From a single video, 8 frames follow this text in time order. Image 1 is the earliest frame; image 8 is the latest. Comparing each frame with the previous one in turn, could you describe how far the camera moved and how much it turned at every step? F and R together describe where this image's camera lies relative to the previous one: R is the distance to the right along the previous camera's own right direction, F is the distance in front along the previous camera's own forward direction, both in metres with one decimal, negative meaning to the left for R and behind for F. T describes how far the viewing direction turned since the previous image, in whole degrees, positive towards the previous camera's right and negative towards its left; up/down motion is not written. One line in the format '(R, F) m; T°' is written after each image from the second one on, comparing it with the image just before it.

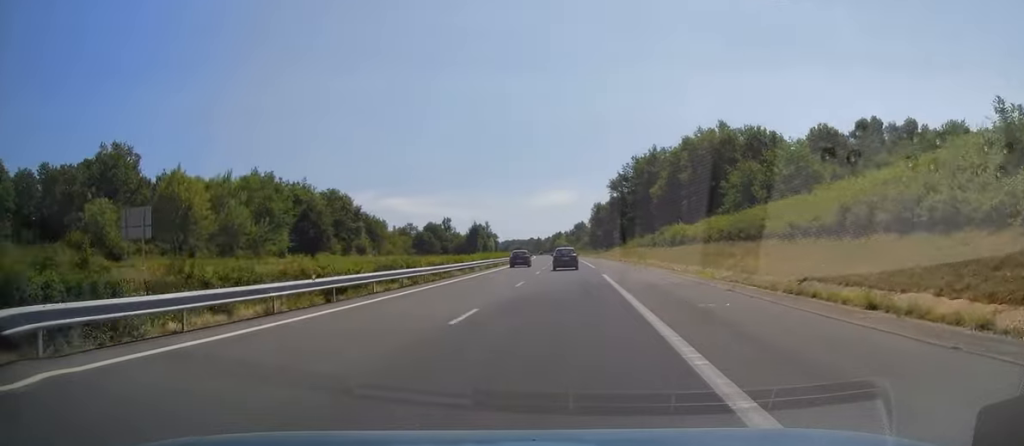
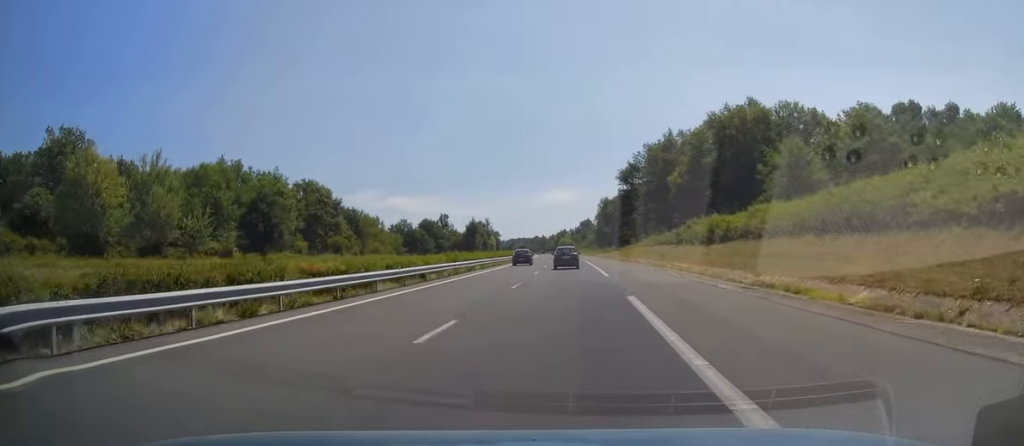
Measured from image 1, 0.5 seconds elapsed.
(-0.1, +15.7) m; 0°
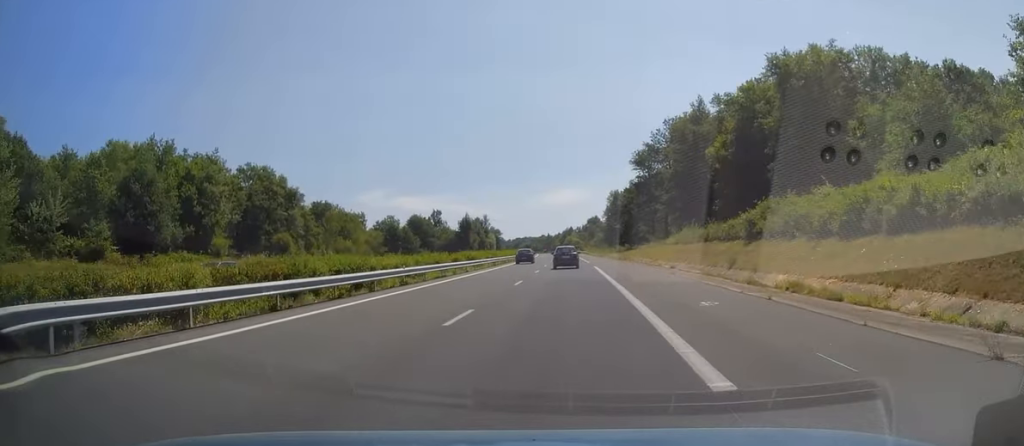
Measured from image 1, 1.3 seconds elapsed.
(0.0, +24.1) m; 0°
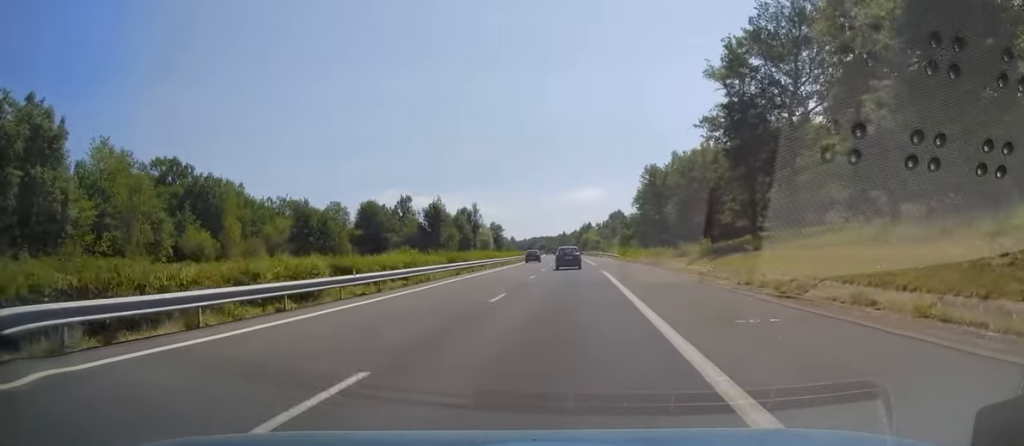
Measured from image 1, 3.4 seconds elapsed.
(-1.0, +60.1) m; -3°
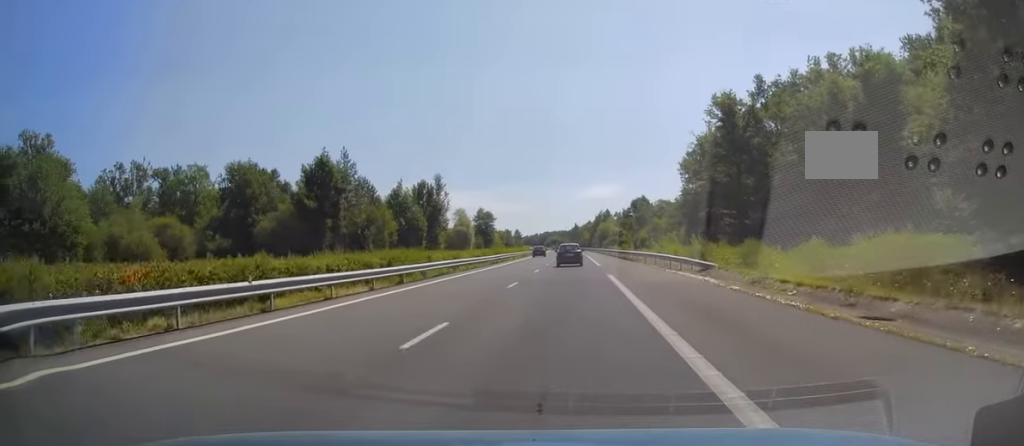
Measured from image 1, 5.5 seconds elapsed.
(-0.9, +60.8) m; -1°
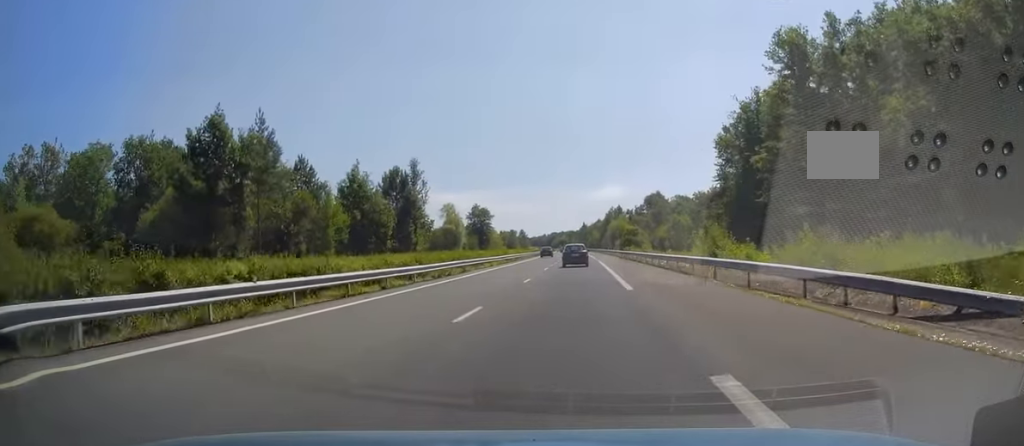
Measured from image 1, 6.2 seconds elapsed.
(0.0, +23.0) m; -1°
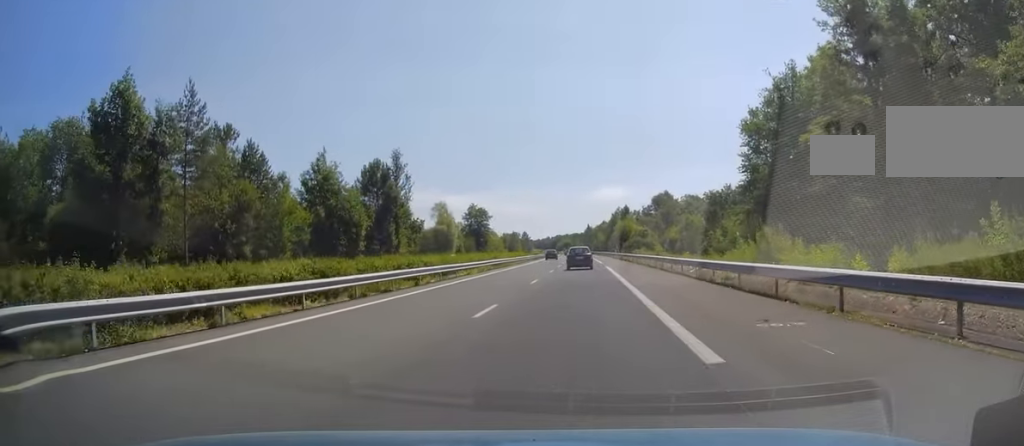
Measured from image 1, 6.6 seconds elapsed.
(0.0, +11.8) m; 0°
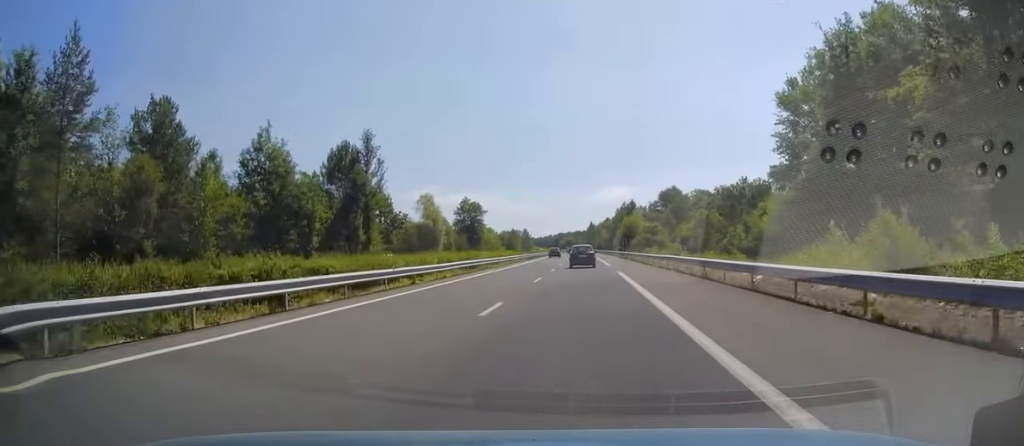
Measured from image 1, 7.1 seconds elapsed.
(-0.2, +13.2) m; 0°
